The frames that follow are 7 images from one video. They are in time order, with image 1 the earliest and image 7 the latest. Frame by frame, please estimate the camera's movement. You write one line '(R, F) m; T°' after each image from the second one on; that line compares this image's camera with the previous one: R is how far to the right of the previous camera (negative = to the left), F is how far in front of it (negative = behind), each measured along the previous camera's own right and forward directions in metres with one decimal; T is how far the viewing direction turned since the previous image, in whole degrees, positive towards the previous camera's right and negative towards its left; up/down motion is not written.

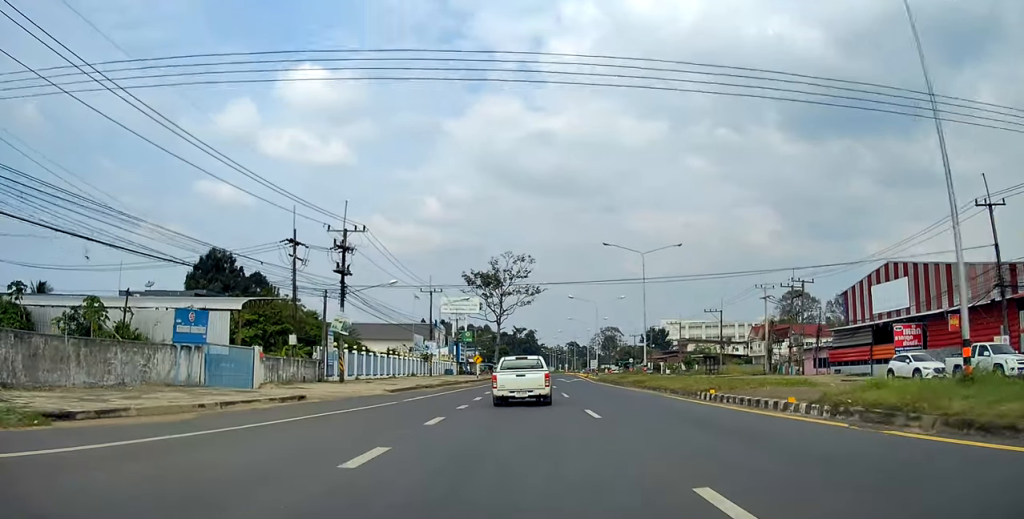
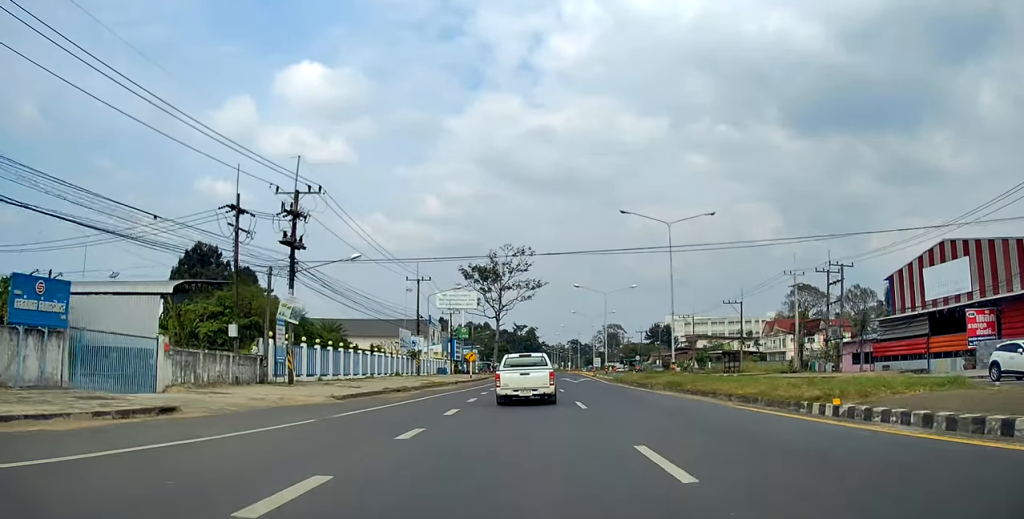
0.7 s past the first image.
(0.0, +8.5) m; 0°
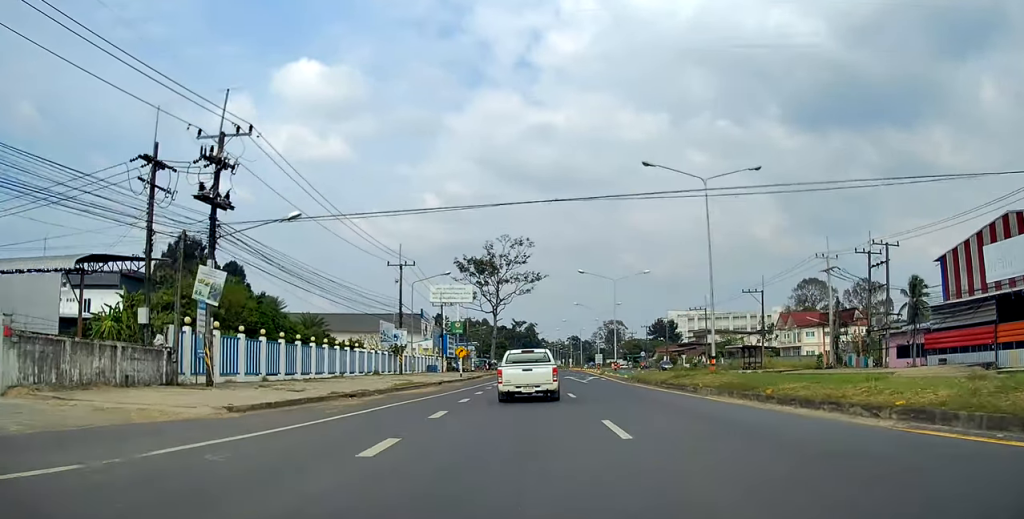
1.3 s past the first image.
(-0.1, +8.3) m; +1°
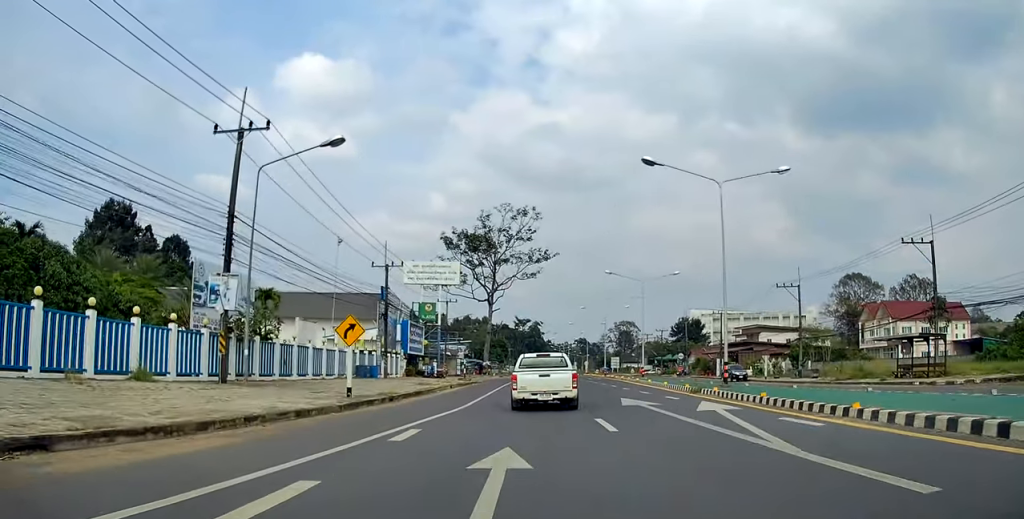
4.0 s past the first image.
(+0.4, +34.6) m; 0°
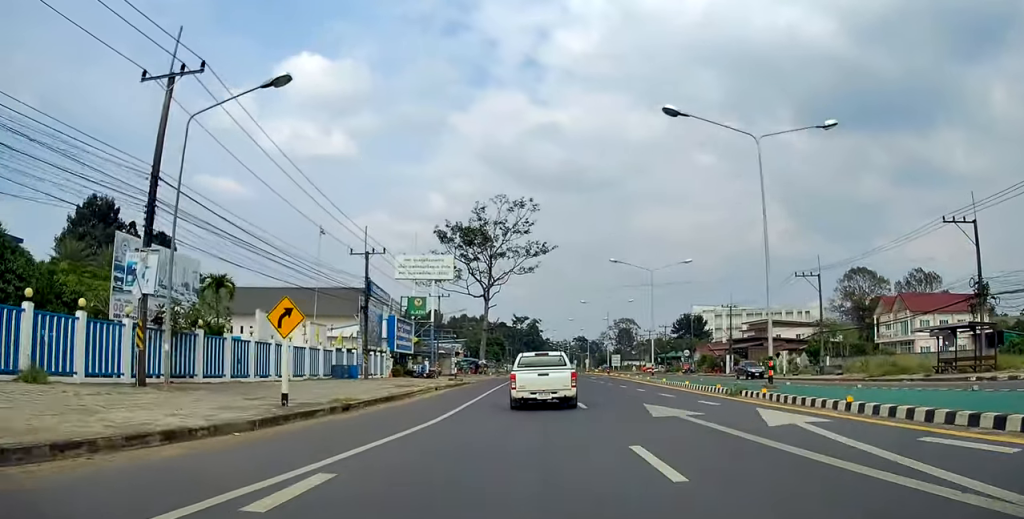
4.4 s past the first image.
(0.0, +5.4) m; 0°
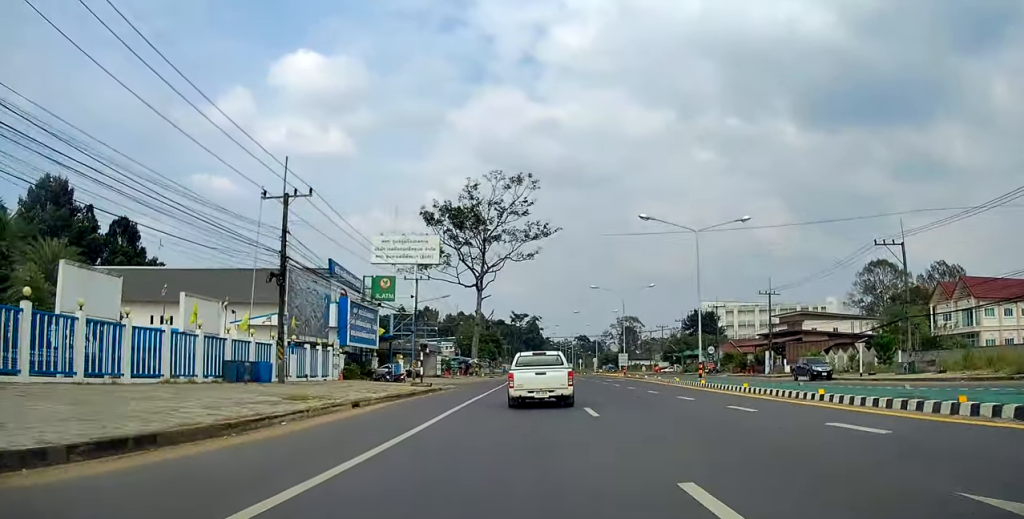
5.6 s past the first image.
(0.0, +15.5) m; +1°
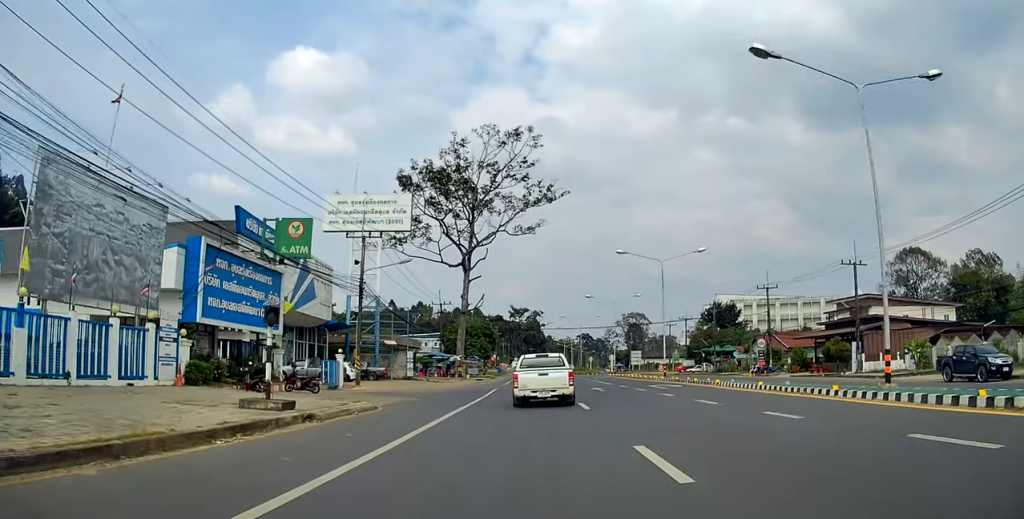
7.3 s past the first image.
(+0.2, +21.2) m; +2°
